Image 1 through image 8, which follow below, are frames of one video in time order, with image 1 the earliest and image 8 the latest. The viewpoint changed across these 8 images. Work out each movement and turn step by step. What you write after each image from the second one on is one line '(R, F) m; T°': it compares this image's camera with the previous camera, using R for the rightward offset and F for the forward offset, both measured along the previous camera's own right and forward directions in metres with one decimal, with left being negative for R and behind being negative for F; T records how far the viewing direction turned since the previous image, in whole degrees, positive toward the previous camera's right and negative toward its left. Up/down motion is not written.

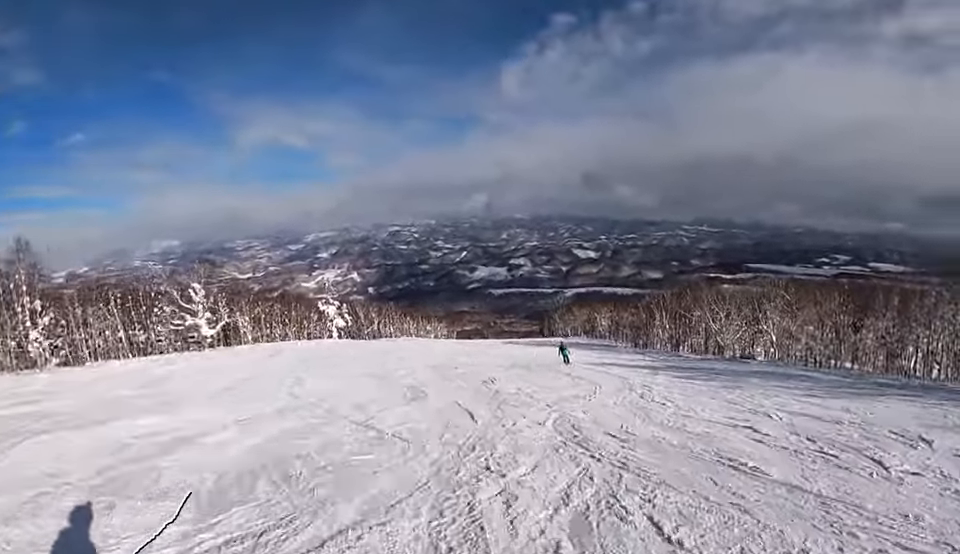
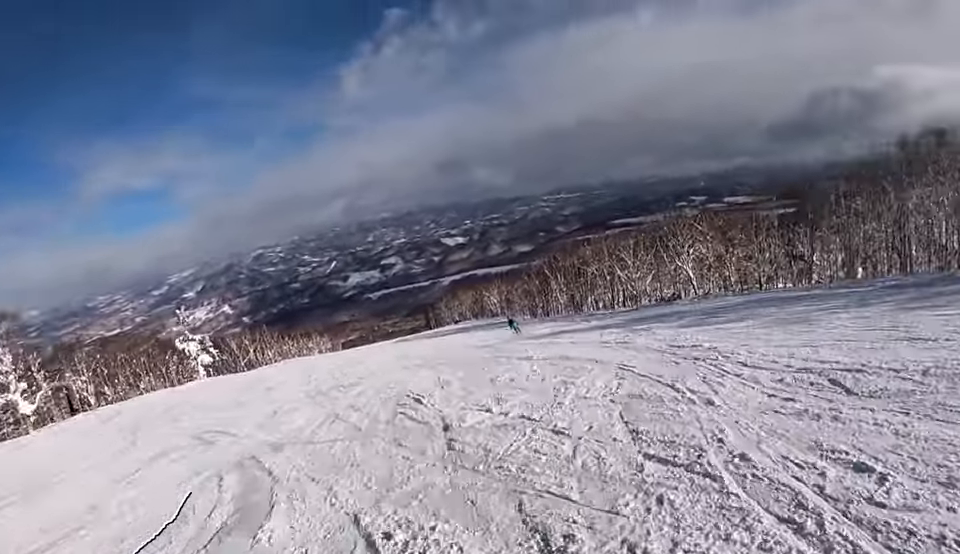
(+1.1, +9.6) m; +8°
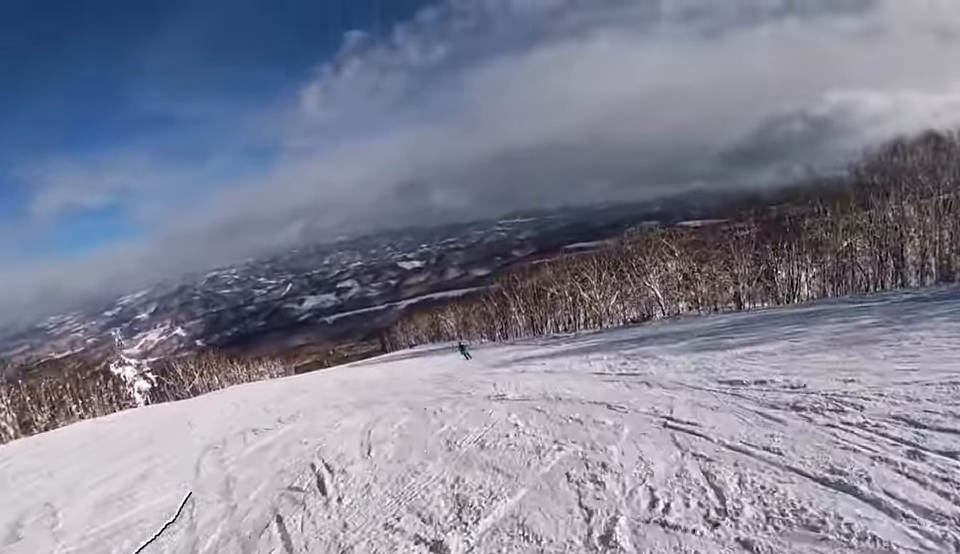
(+0.1, +4.4) m; 0°
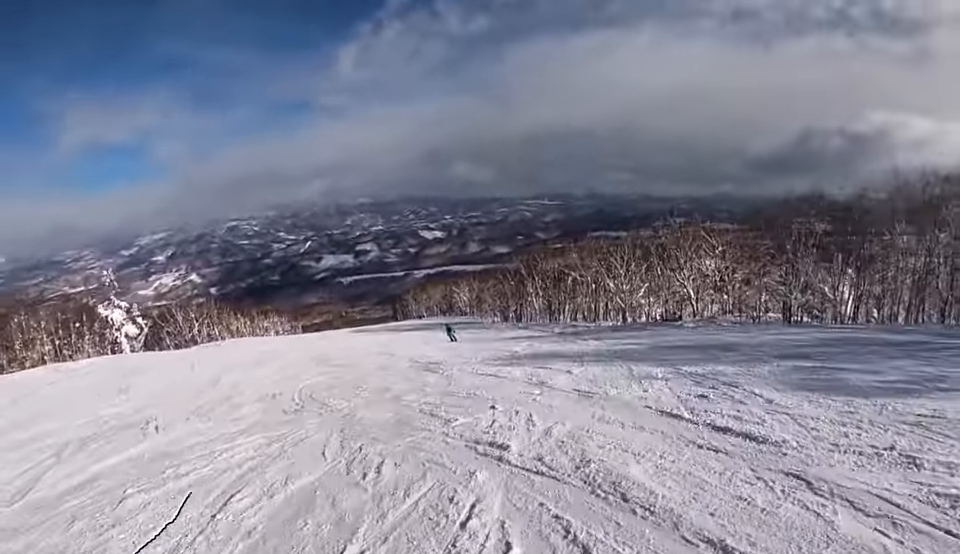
(+0.2, +5.1) m; 0°
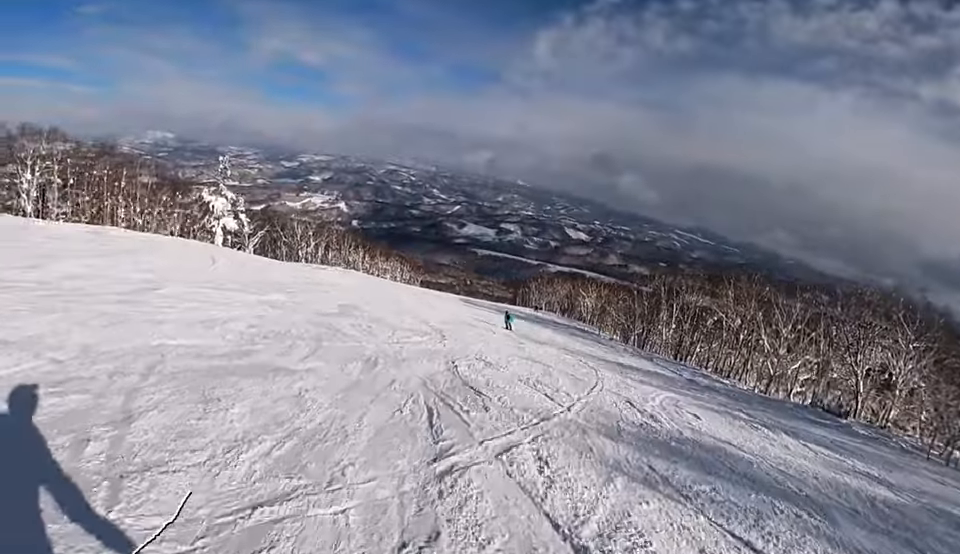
(-0.3, +9.0) m; -8°
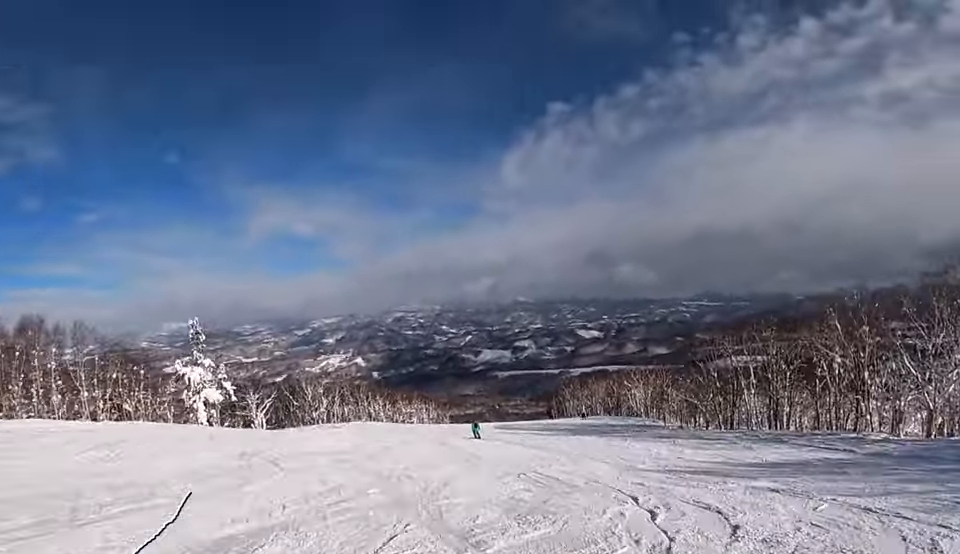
(-1.2, +12.8) m; +1°
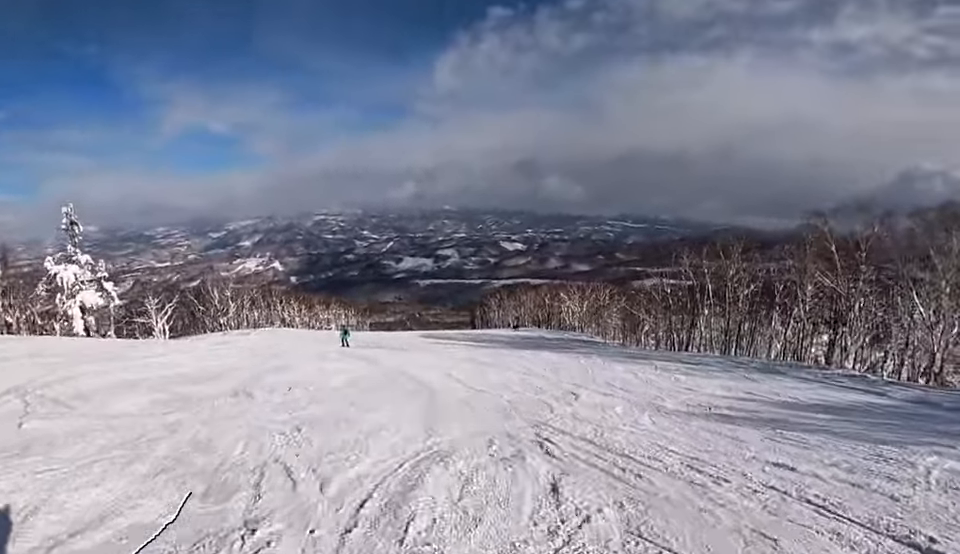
(+0.6, +7.5) m; +13°
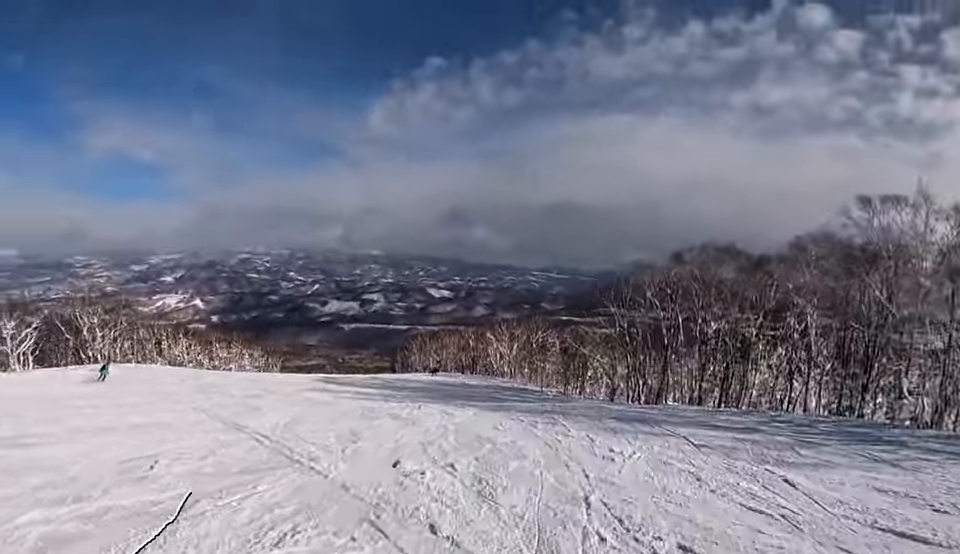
(+1.1, +14.5) m; -8°
